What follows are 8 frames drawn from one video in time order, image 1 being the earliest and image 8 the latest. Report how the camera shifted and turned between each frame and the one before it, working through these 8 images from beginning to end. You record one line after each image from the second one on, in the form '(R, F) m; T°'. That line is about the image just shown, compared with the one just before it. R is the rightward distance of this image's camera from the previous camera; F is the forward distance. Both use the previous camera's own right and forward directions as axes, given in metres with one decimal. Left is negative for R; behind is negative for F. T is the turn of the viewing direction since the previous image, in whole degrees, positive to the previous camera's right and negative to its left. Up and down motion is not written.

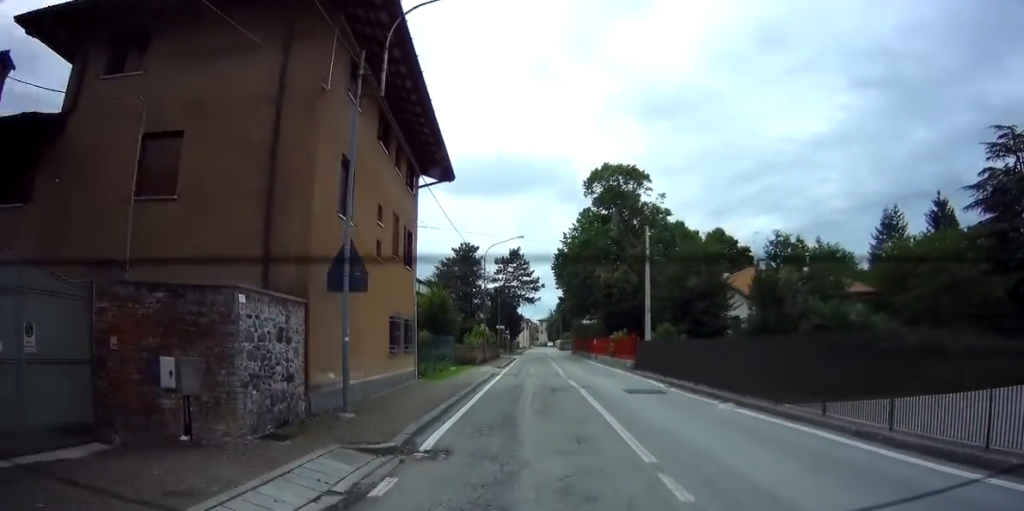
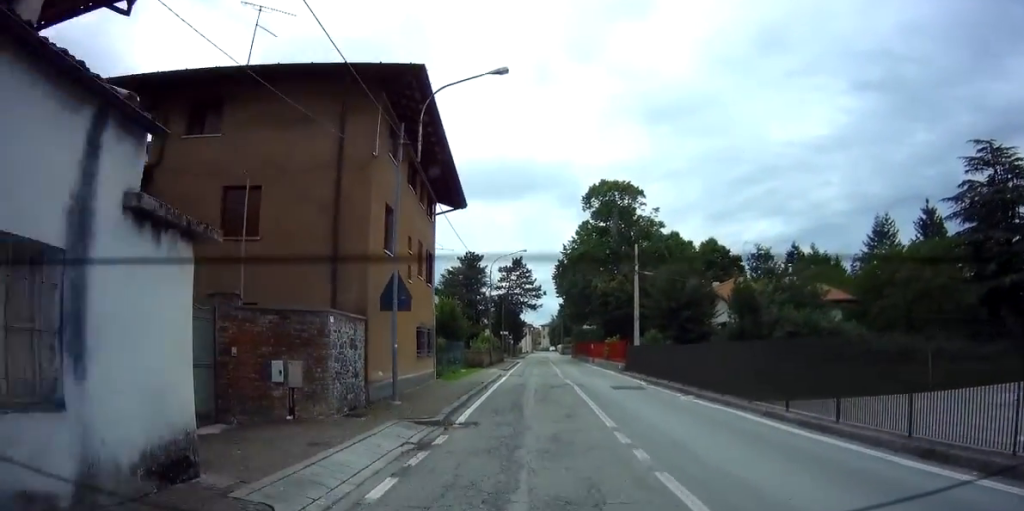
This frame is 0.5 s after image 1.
(0.0, +3.9) m; 0°
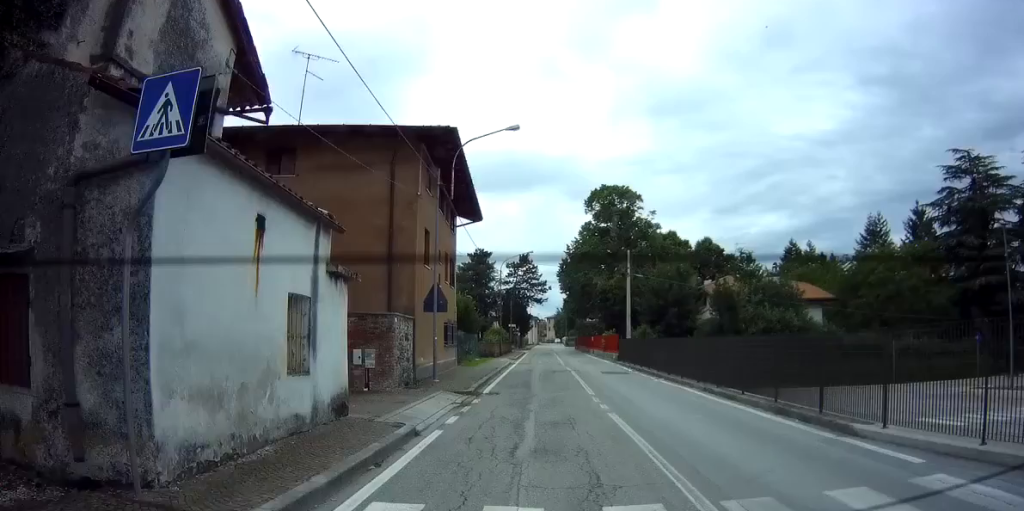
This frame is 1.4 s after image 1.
(-0.1, +5.8) m; +1°
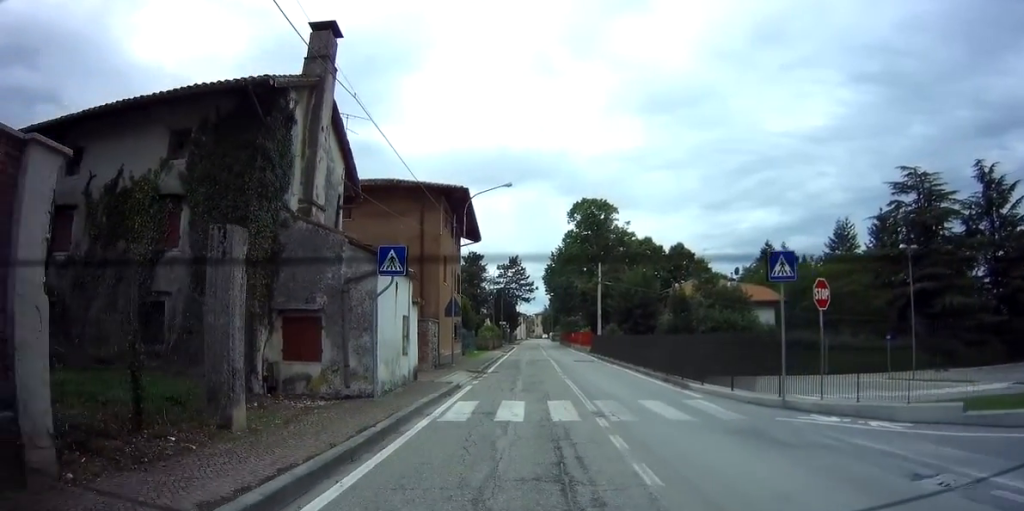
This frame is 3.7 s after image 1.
(+0.3, +11.3) m; +5°
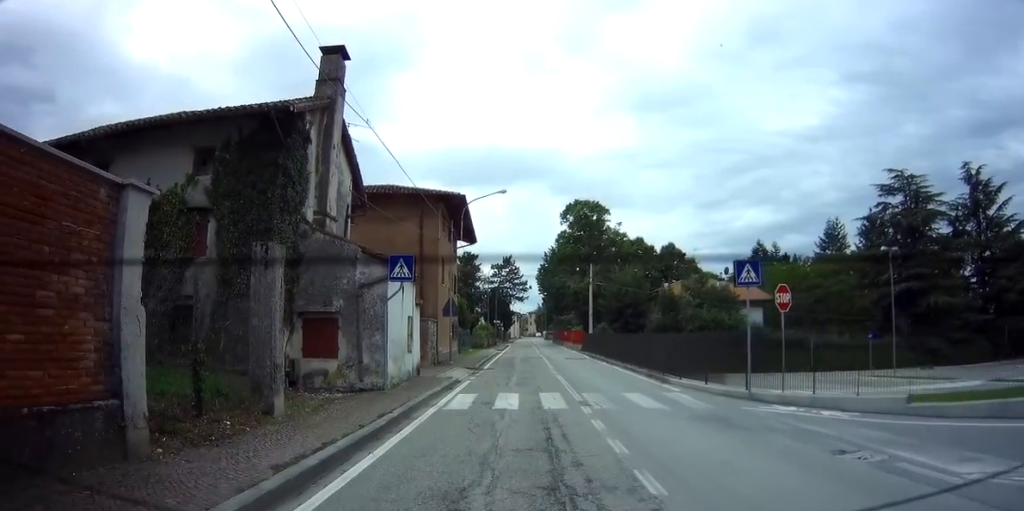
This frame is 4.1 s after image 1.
(+0.1, +2.2) m; 0°
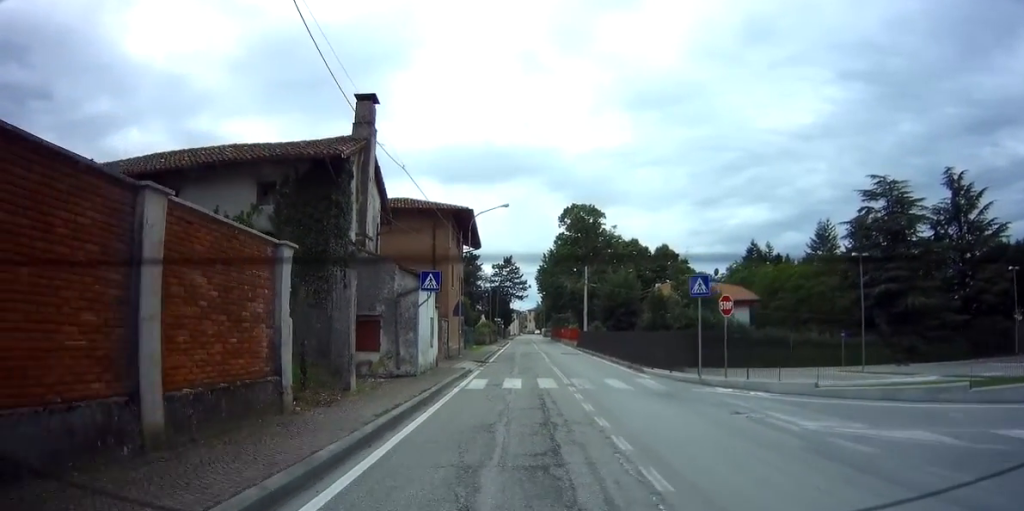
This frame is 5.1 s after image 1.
(+0.1, +4.9) m; -1°
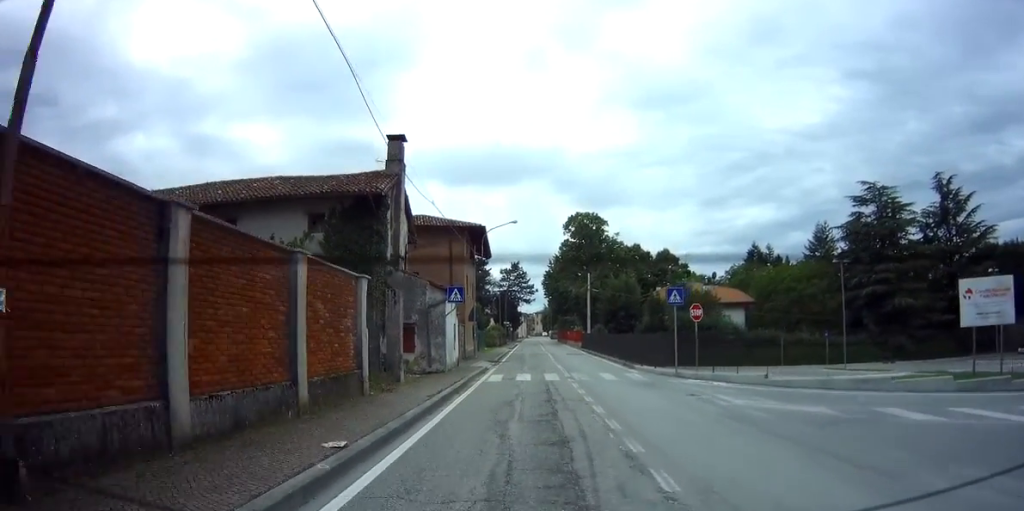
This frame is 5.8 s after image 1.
(-0.2, +4.6) m; -1°
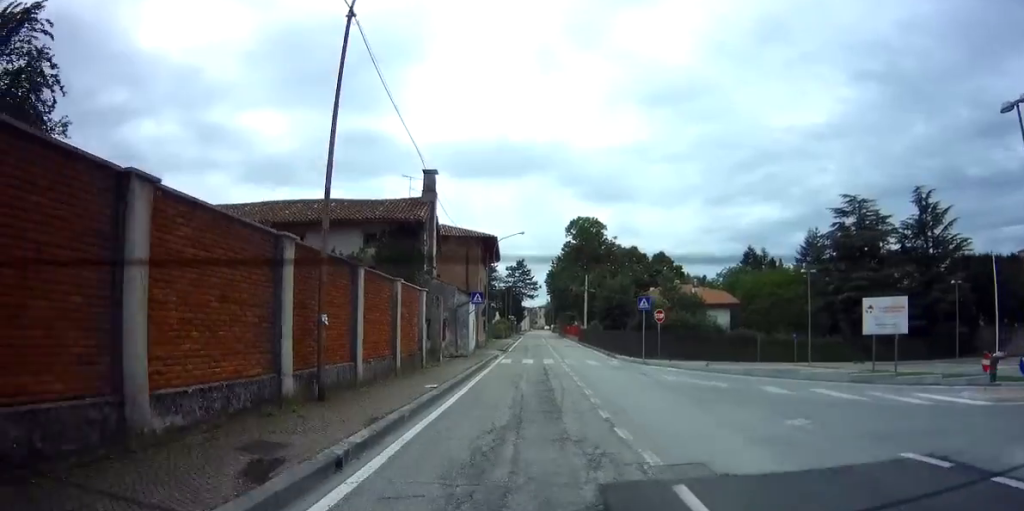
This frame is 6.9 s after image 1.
(+0.2, +7.3) m; 0°
